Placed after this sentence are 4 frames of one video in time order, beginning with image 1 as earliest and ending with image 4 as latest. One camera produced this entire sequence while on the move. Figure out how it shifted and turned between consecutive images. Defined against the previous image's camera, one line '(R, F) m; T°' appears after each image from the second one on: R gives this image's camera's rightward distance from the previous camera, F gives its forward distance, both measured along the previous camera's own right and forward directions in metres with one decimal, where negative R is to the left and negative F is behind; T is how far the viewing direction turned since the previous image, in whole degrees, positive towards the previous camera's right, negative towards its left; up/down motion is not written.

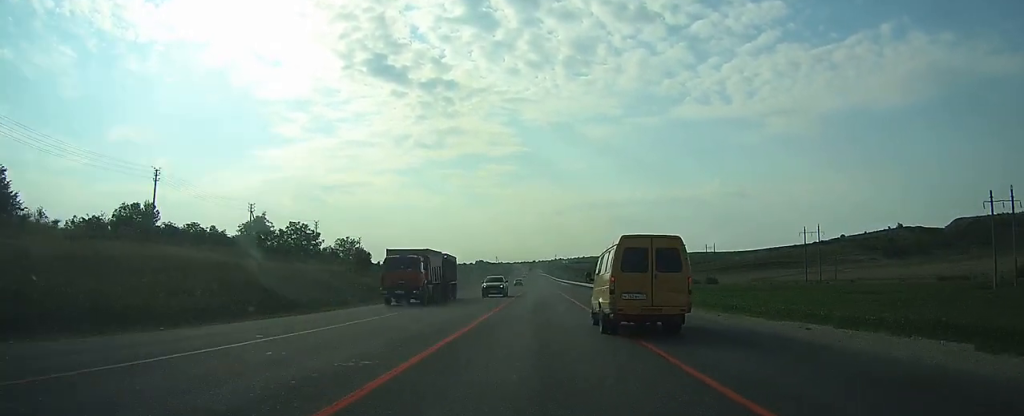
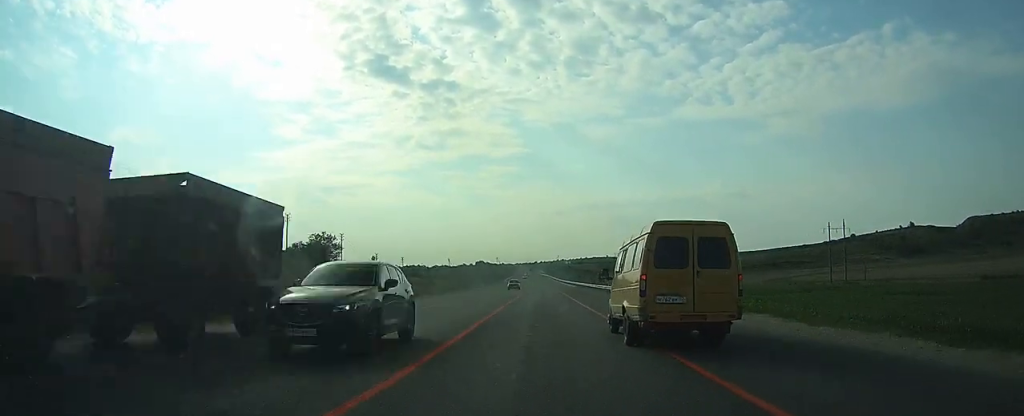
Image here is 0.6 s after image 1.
(-0.1, +17.2) m; 0°
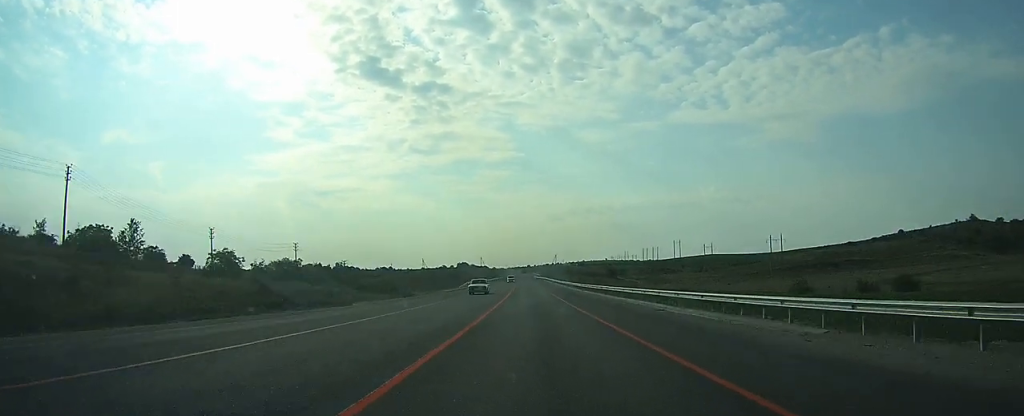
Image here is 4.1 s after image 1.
(-0.1, +95.3) m; 0°
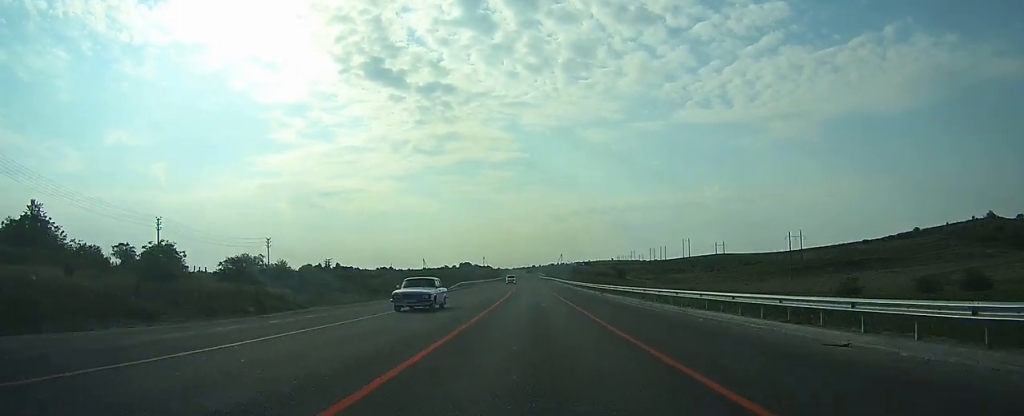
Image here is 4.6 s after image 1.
(0.0, +16.1) m; 0°
